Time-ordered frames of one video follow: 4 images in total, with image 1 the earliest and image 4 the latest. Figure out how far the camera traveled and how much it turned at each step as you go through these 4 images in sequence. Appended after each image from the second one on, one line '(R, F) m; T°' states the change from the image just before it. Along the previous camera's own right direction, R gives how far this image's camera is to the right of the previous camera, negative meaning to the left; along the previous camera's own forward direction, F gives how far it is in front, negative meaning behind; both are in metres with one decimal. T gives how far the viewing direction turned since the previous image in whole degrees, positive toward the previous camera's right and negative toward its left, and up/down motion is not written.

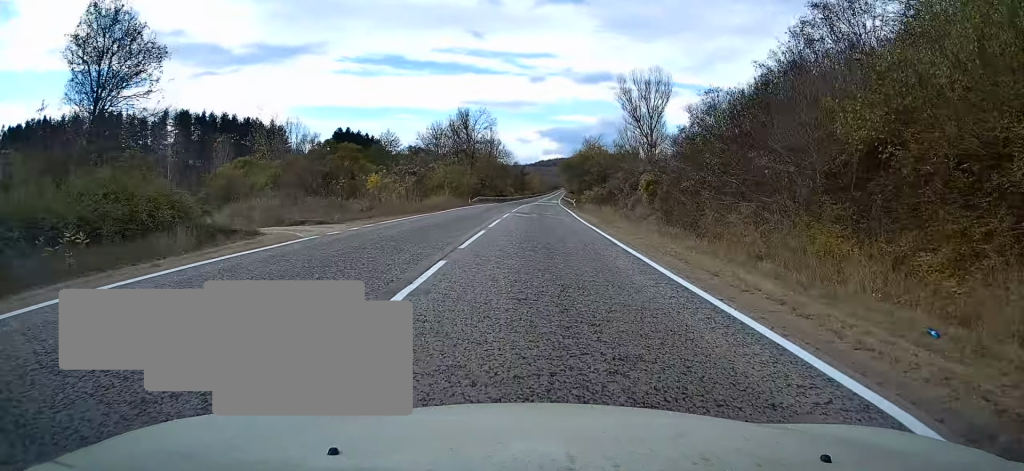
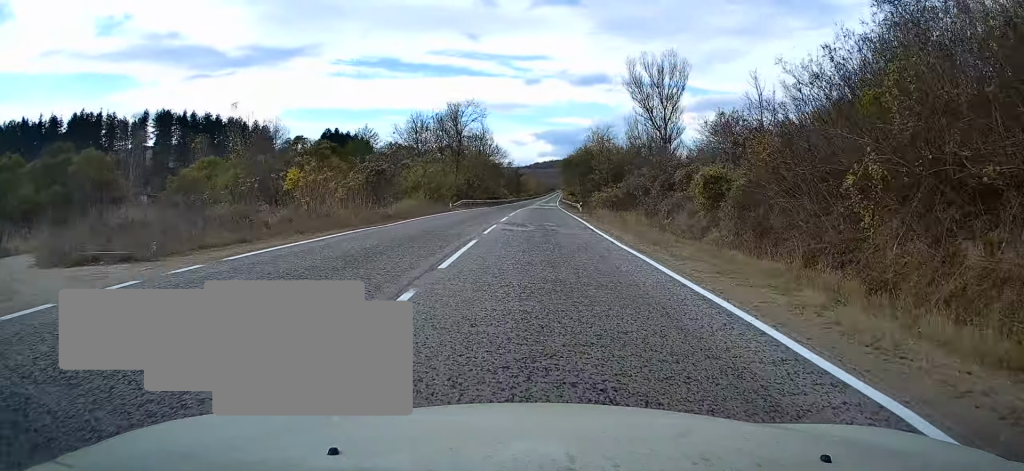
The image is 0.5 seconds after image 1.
(+0.1, +11.9) m; +1°
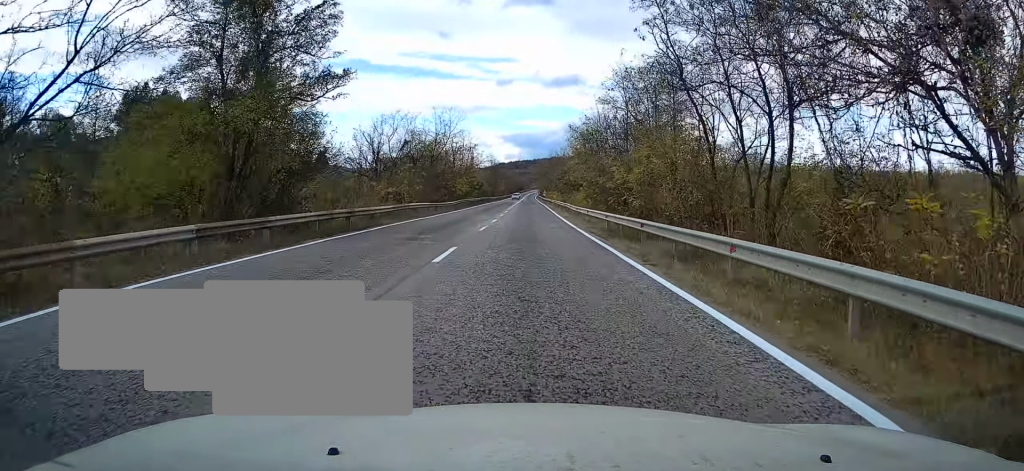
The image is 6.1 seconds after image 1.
(+3.5, +145.9) m; +2°
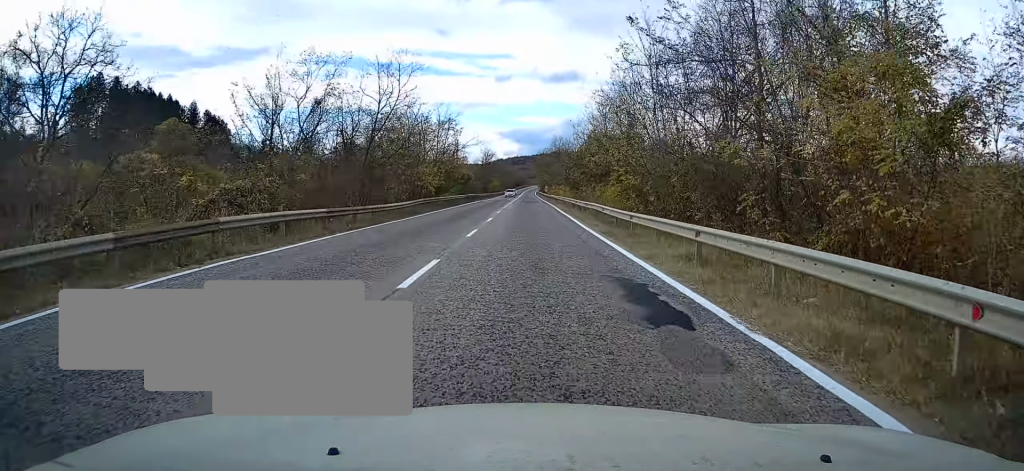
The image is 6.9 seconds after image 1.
(+0.1, +21.8) m; +1°
